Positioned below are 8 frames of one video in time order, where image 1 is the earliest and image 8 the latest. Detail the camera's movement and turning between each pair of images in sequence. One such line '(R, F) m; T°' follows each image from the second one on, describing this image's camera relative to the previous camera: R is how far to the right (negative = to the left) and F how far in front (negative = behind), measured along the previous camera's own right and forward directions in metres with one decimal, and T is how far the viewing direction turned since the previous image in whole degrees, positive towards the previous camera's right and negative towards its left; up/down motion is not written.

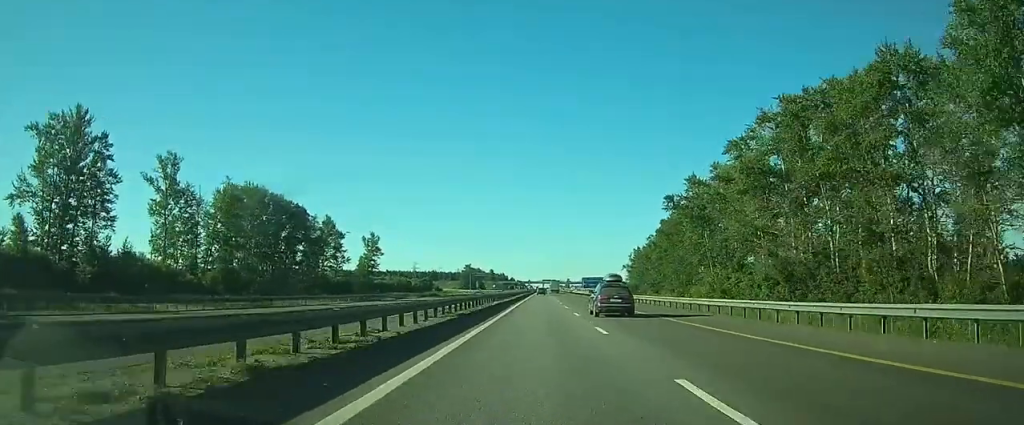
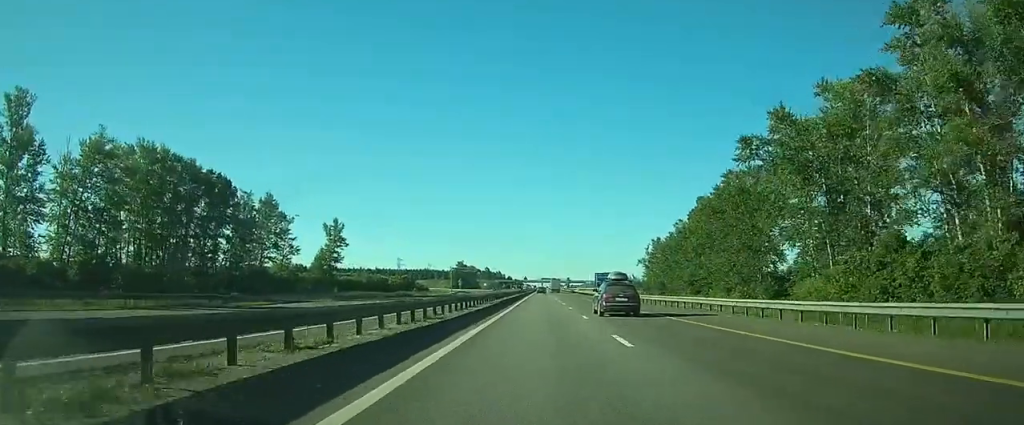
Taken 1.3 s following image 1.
(0.0, +40.3) m; 0°
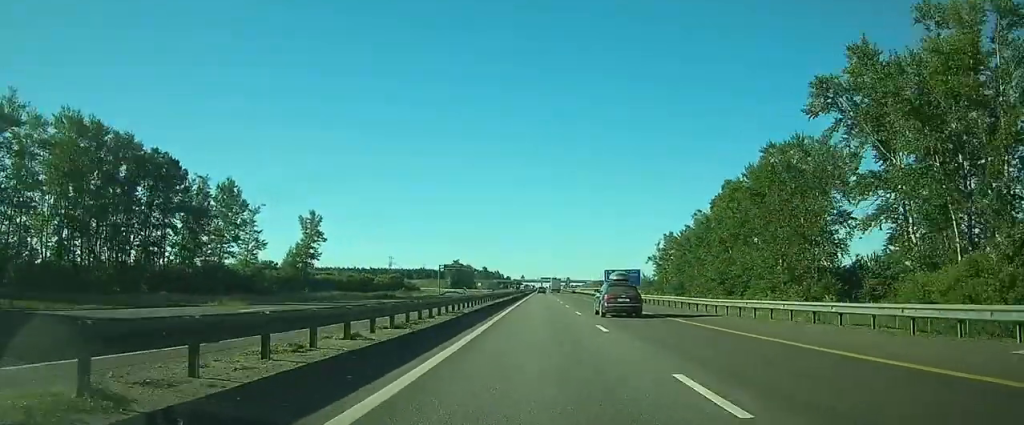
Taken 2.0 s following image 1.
(0.0, +19.2) m; 0°
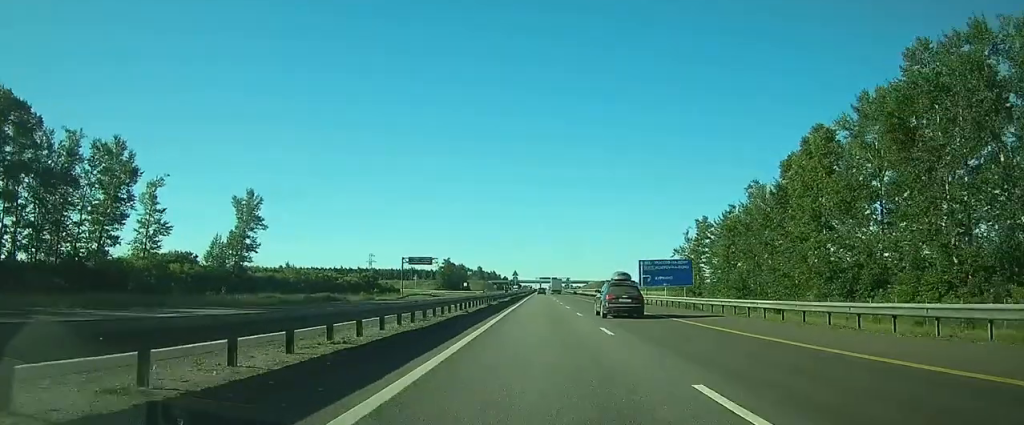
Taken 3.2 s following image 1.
(0.0, +37.4) m; 0°
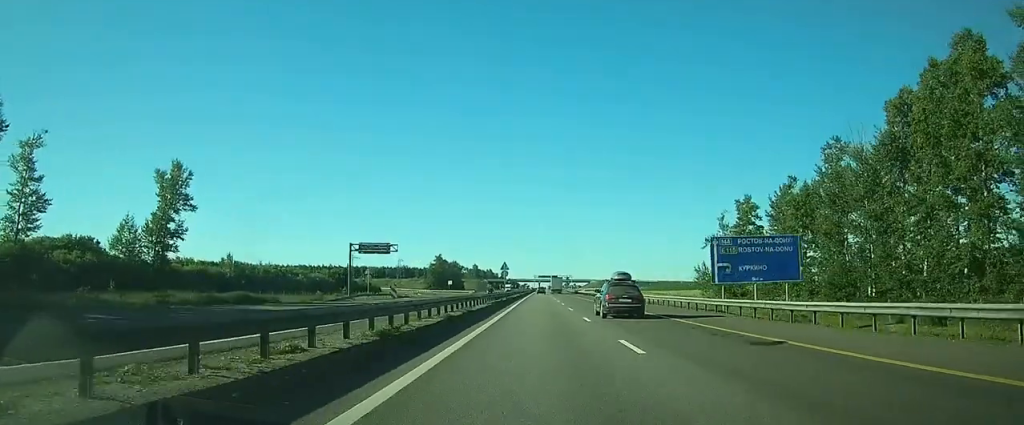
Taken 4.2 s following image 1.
(0.0, +29.2) m; 0°
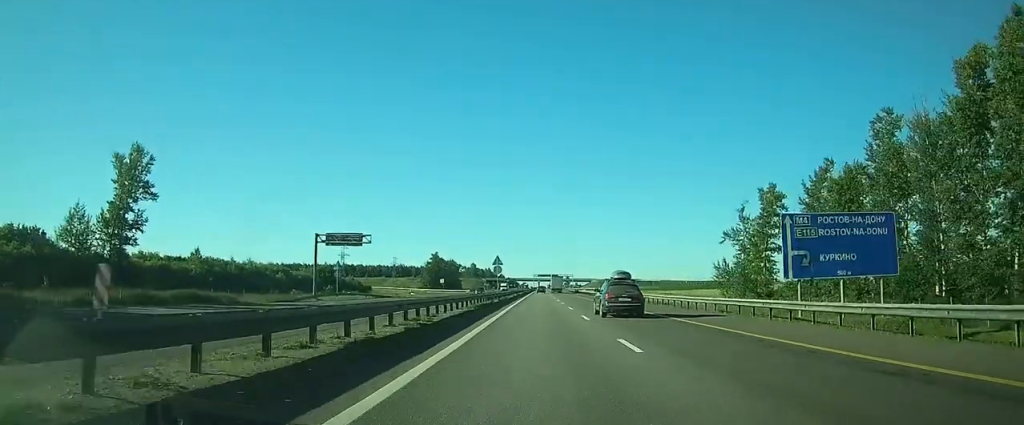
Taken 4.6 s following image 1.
(0.0, +12.1) m; 0°
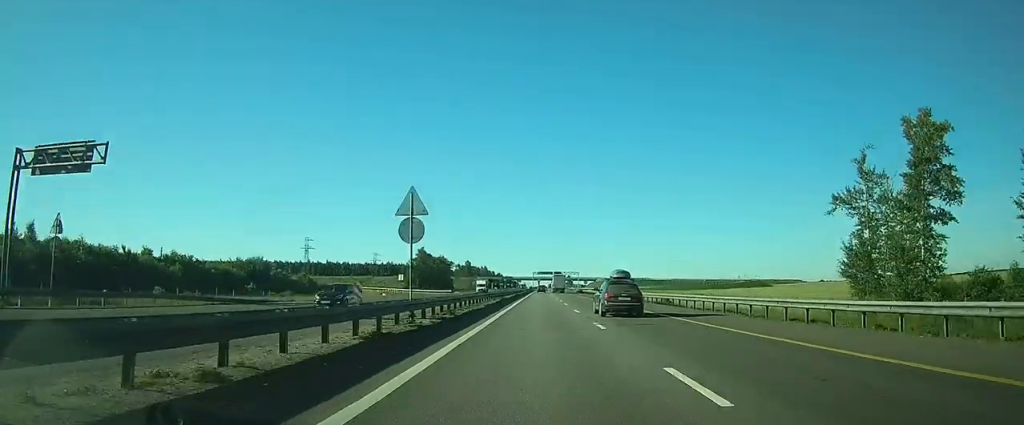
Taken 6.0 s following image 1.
(0.0, +41.9) m; 0°
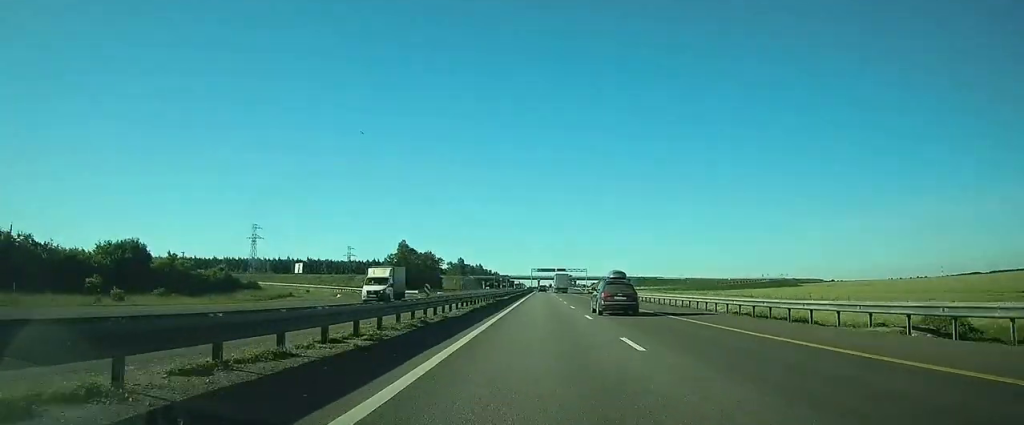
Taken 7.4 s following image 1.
(+0.1, +43.0) m; 0°
